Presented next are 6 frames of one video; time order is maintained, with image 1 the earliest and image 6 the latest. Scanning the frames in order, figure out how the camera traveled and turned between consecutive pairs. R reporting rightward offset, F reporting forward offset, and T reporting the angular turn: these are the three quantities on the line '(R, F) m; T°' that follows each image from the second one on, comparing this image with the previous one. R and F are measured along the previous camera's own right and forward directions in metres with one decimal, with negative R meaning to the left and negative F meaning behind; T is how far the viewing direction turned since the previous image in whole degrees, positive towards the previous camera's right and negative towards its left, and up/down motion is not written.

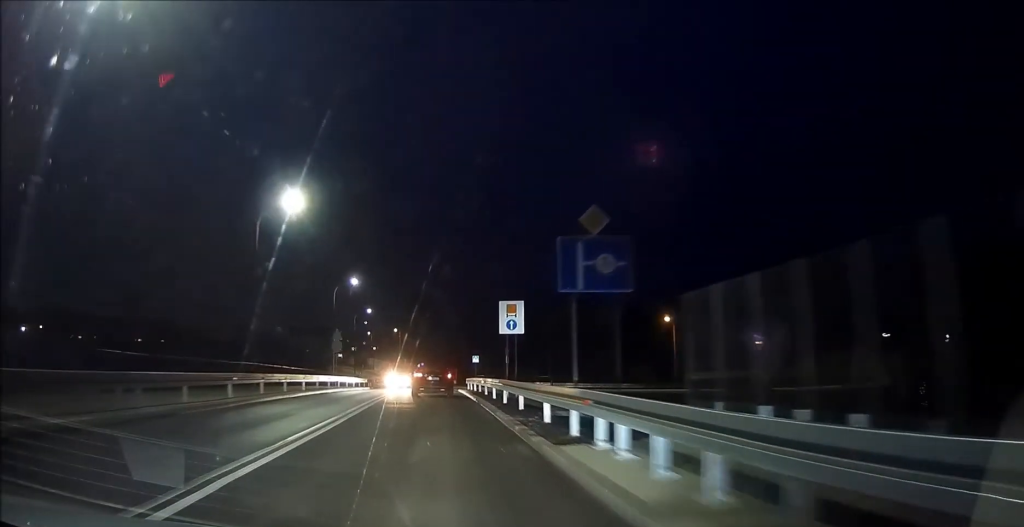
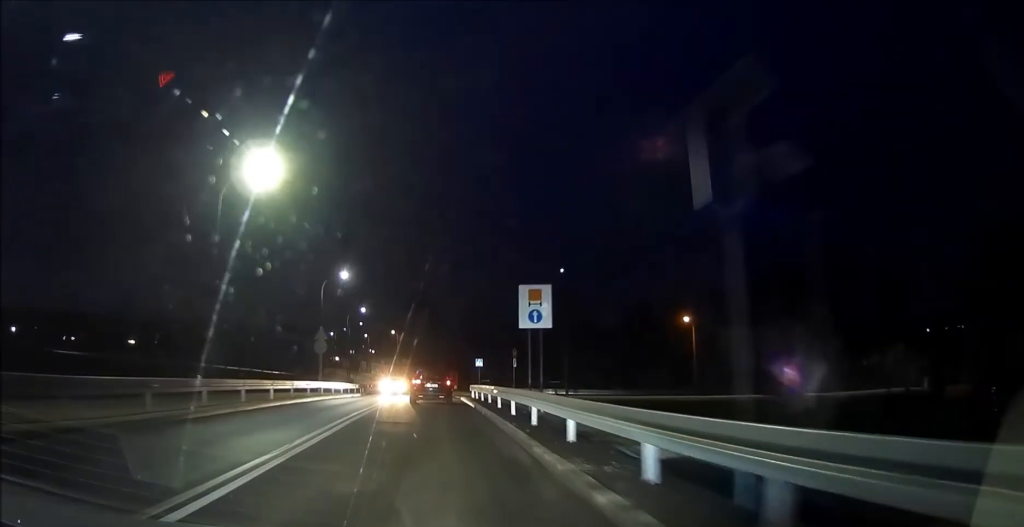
(+0.1, +6.0) m; +1°
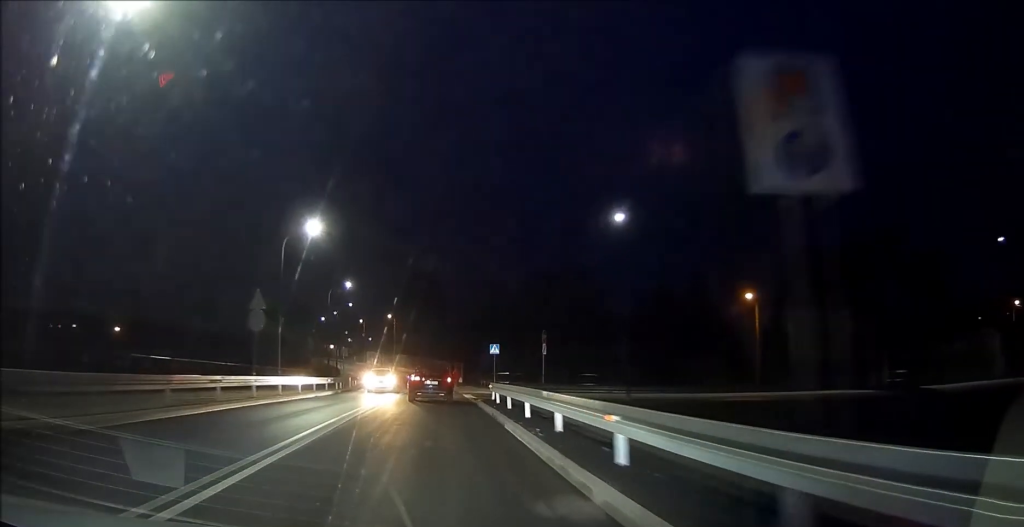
(+0.1, +15.1) m; 0°
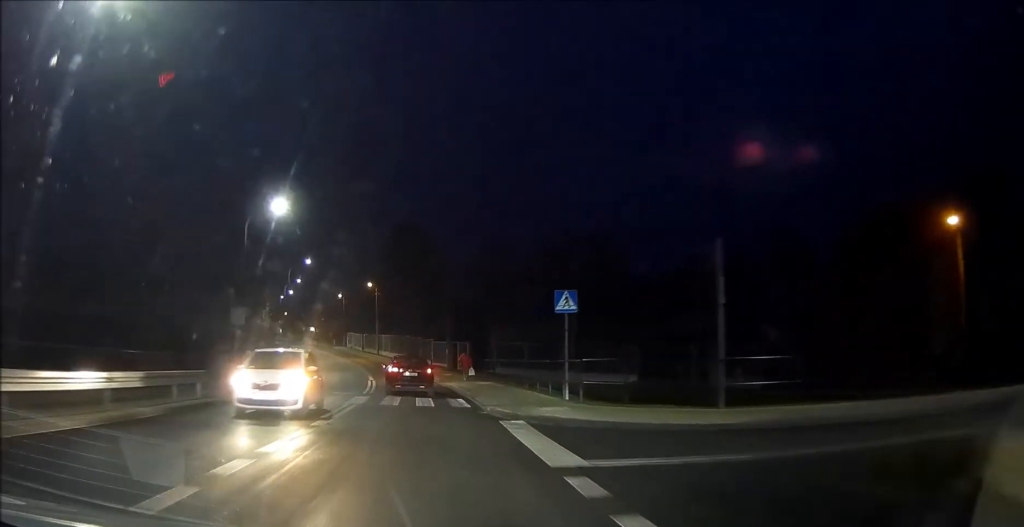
(+0.3, +27.5) m; +1°
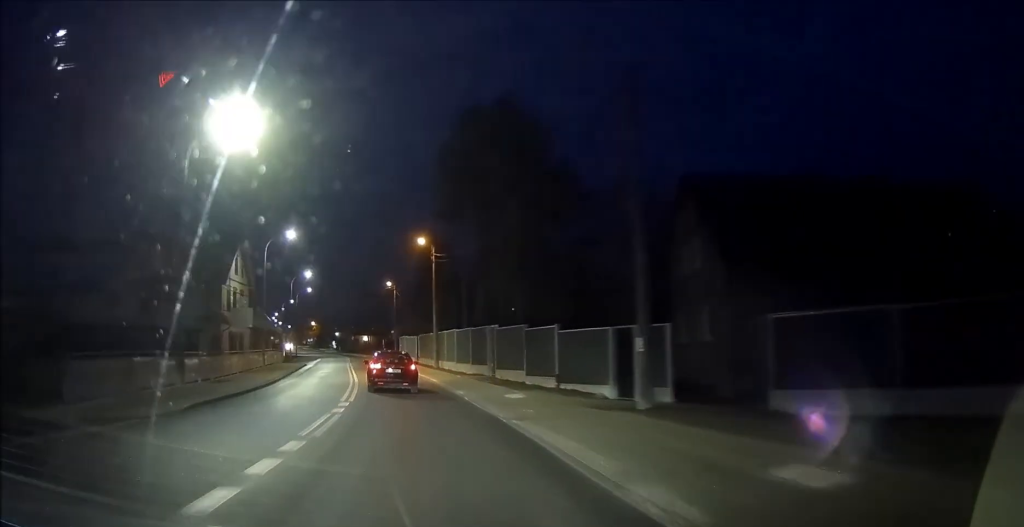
(-1.0, +40.2) m; -5°
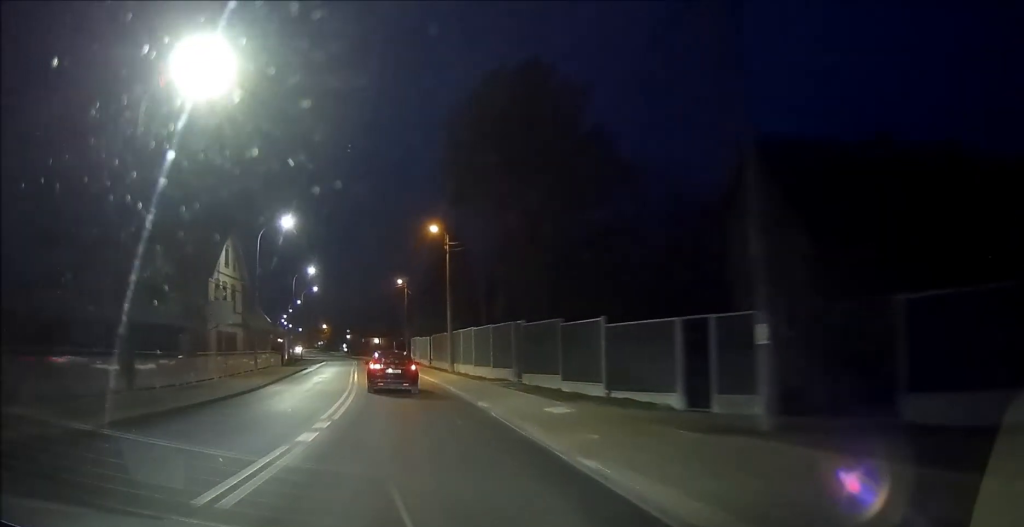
(-0.1, +5.5) m; -1°
